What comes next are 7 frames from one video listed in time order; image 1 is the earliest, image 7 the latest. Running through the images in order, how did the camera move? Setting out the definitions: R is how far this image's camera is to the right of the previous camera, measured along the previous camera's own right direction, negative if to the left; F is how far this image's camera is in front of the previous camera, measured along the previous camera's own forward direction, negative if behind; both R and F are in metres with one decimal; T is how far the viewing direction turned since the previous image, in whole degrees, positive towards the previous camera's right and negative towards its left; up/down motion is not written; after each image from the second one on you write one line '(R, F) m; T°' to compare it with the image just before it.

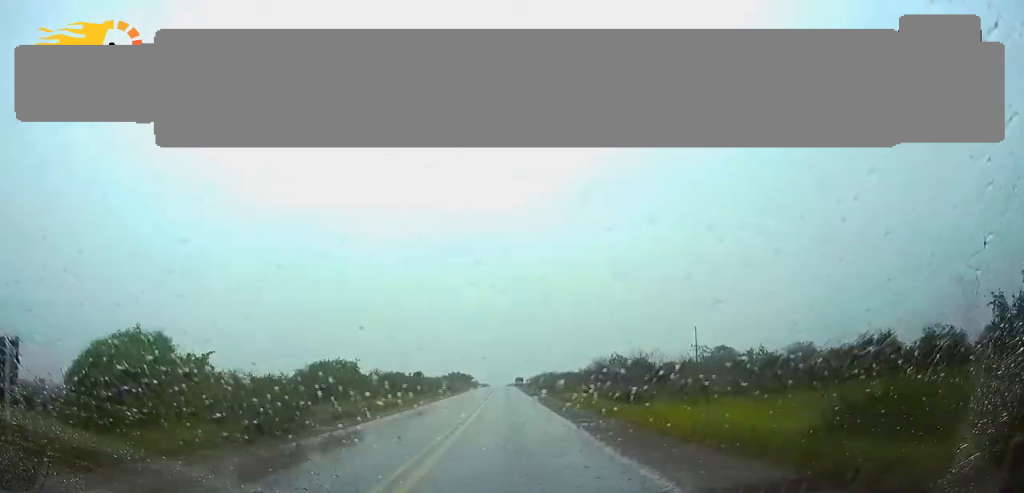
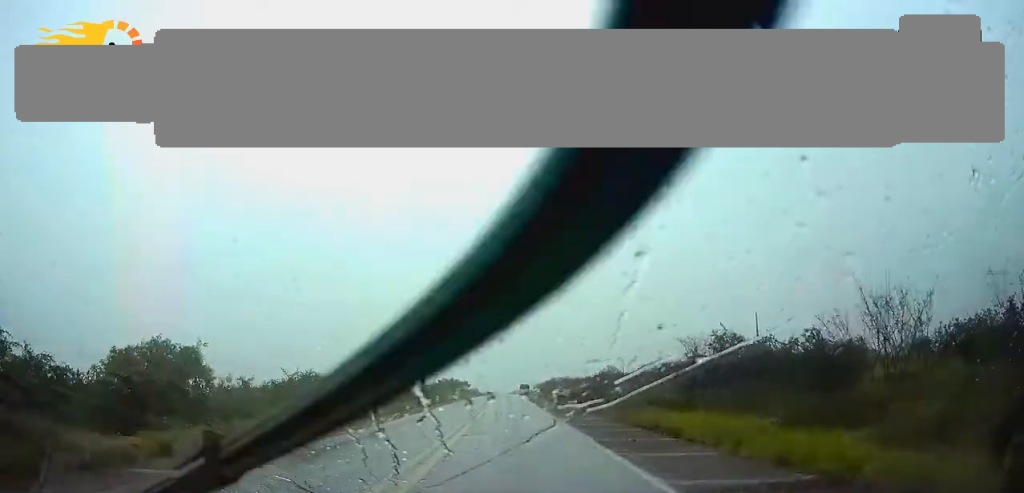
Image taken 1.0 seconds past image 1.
(-0.1, +28.6) m; -1°
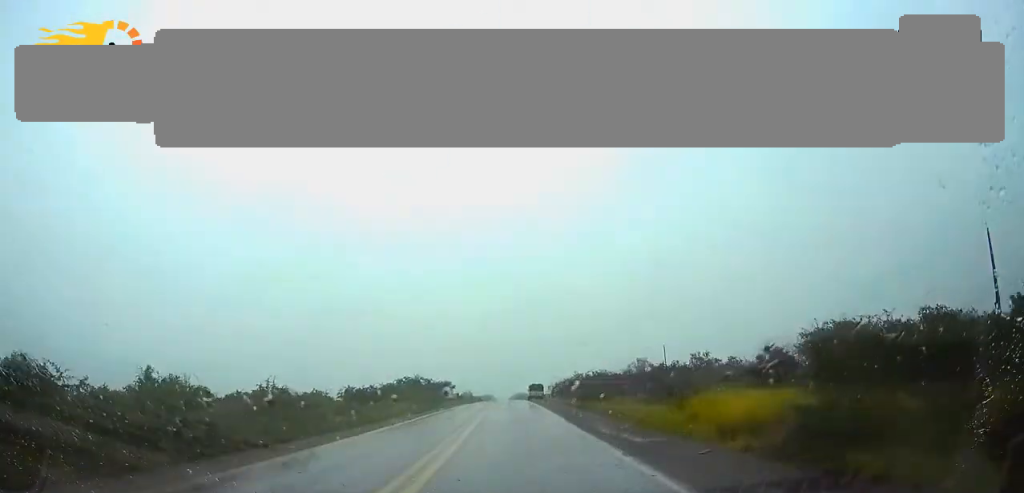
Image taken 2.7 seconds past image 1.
(-0.4, +49.4) m; 0°
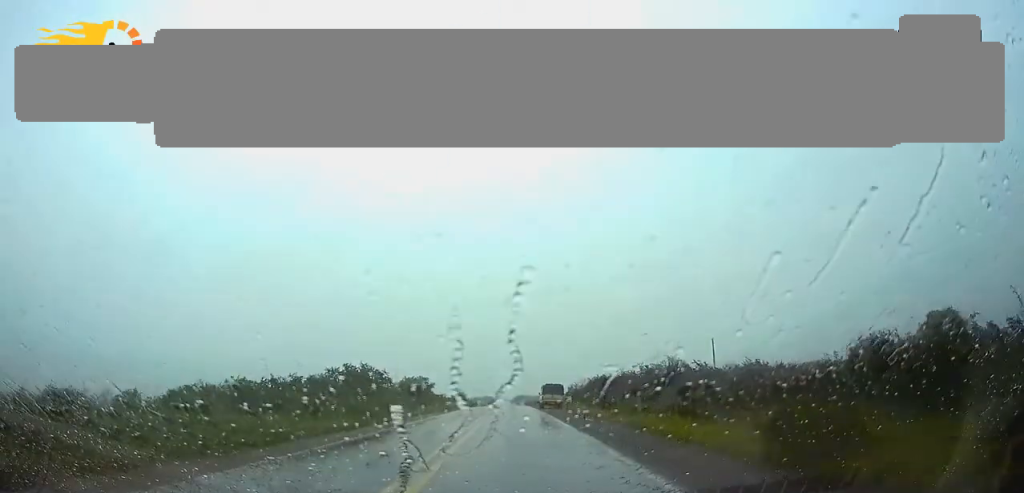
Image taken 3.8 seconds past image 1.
(0.0, +32.3) m; 0°
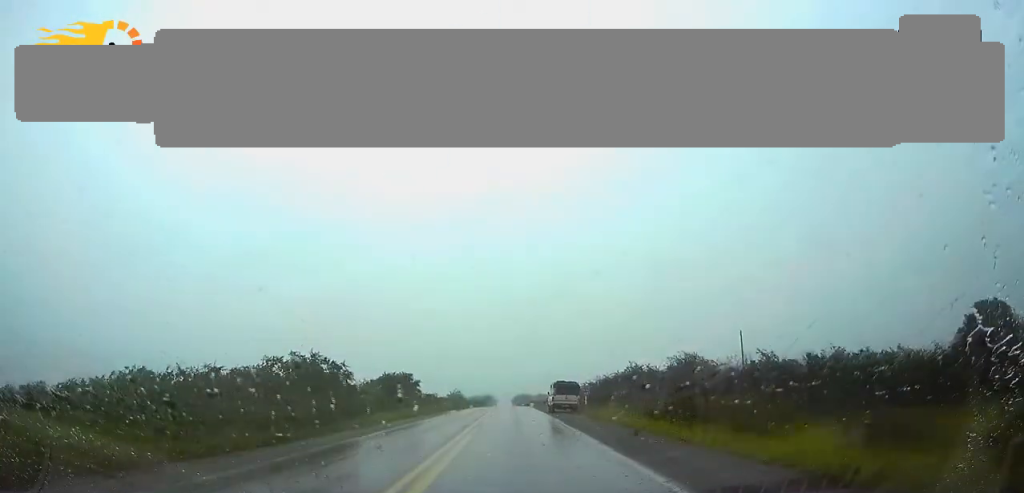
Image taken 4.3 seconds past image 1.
(0.0, +13.2) m; 0°
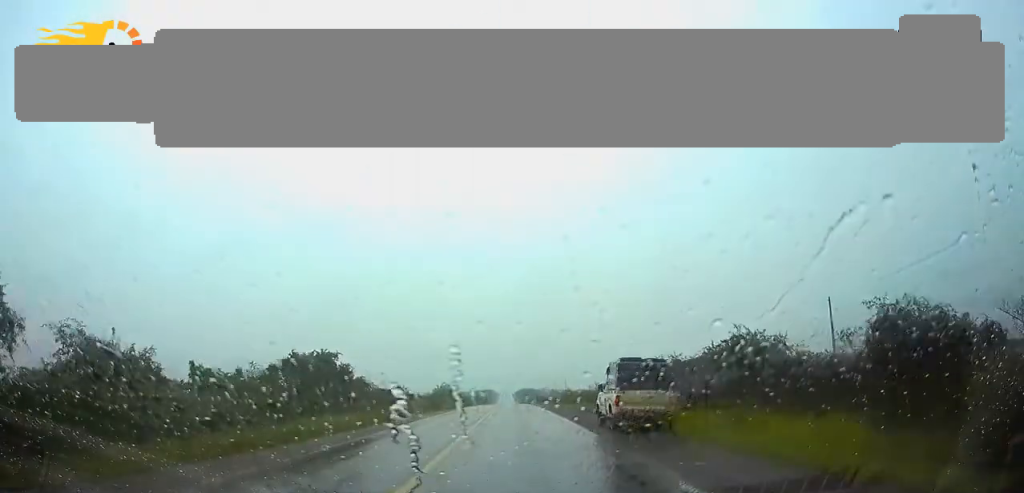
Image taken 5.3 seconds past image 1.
(0.0, +27.8) m; 0°
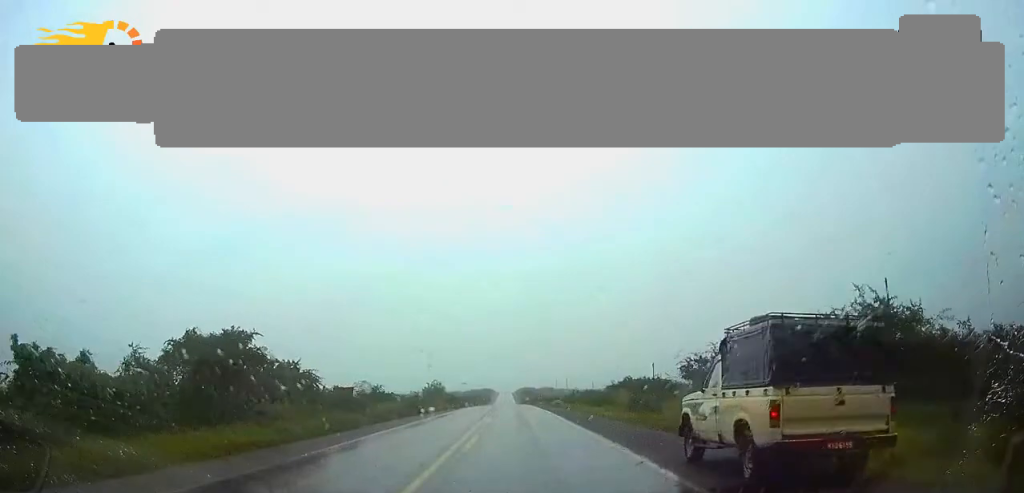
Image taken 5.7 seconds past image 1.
(0.0, +12.0) m; 0°
